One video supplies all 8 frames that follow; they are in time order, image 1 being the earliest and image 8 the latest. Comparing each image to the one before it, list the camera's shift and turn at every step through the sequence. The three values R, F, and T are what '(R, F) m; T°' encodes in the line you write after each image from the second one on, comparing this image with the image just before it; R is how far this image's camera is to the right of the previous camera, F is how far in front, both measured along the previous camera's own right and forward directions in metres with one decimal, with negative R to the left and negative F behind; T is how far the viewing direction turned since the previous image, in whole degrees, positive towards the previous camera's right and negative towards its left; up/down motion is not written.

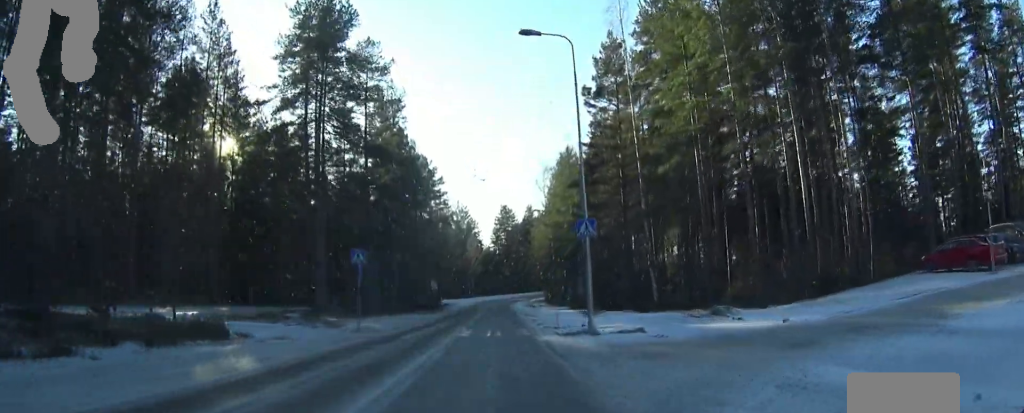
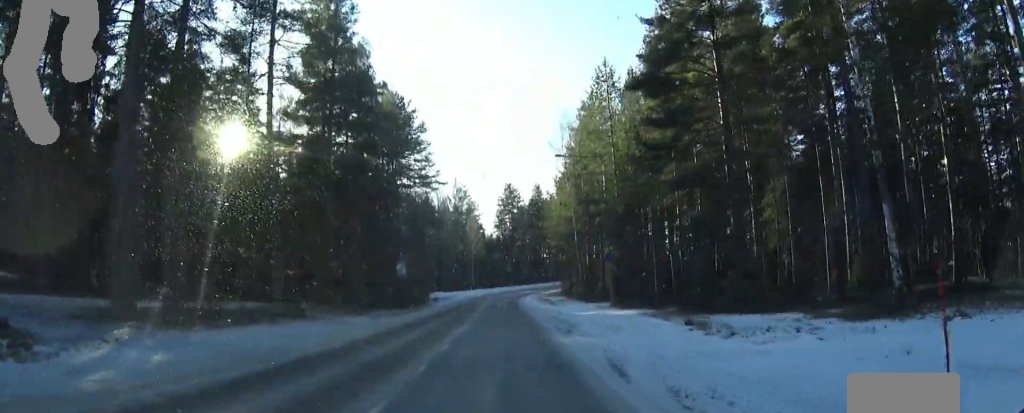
(0.0, +22.4) m; 0°
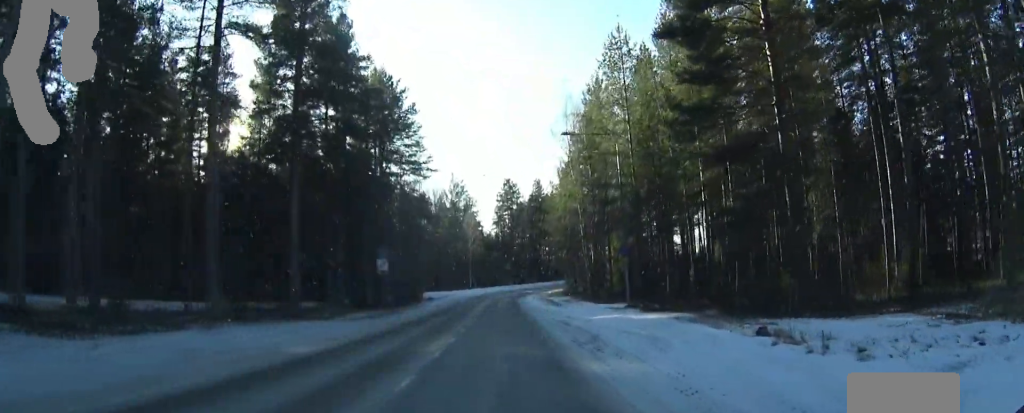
(0.0, +5.7) m; 0°
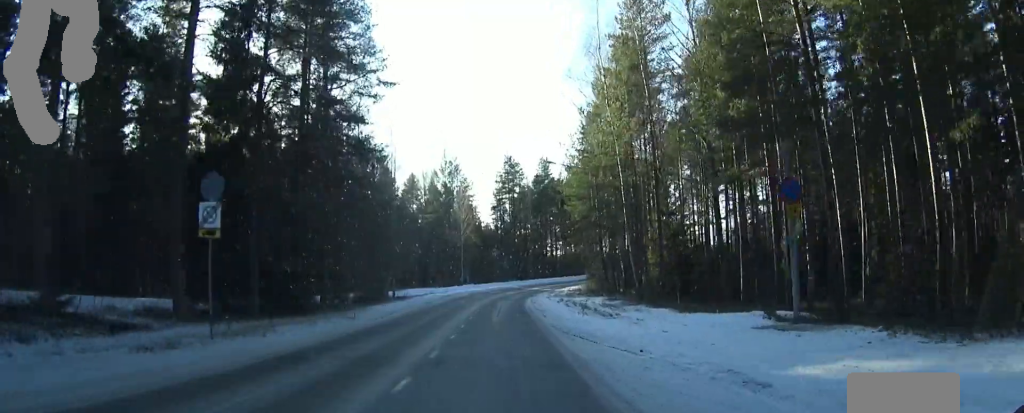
(0.0, +20.5) m; 0°
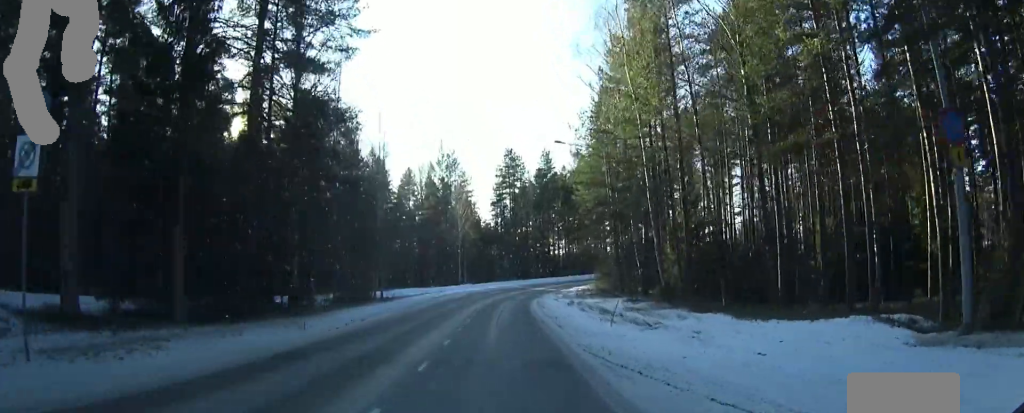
(0.0, +6.2) m; 0°
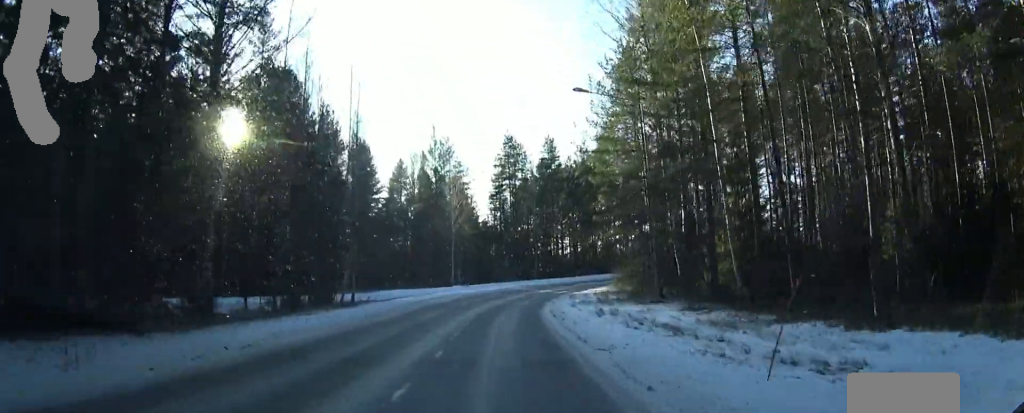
(0.0, +10.6) m; 0°
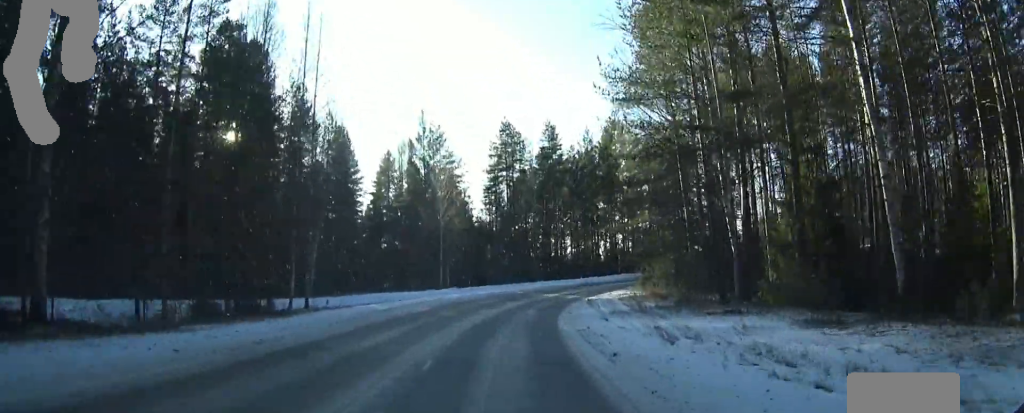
(0.0, +10.0) m; 0°
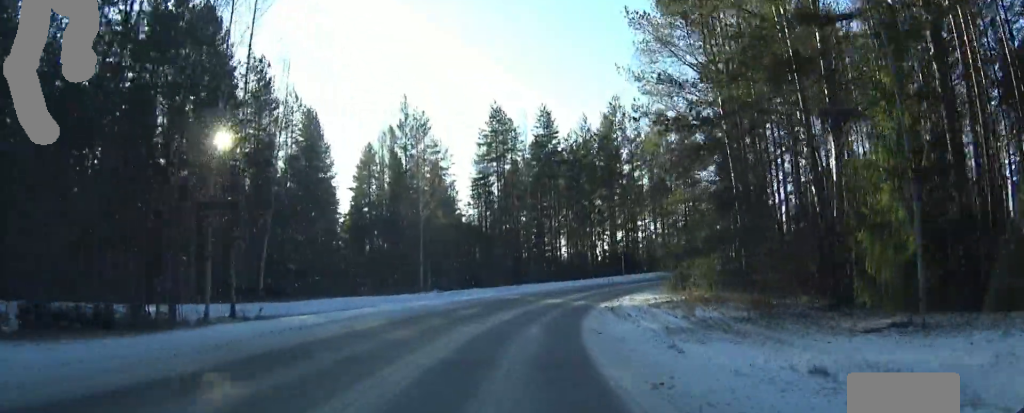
(0.0, +9.3) m; +2°
